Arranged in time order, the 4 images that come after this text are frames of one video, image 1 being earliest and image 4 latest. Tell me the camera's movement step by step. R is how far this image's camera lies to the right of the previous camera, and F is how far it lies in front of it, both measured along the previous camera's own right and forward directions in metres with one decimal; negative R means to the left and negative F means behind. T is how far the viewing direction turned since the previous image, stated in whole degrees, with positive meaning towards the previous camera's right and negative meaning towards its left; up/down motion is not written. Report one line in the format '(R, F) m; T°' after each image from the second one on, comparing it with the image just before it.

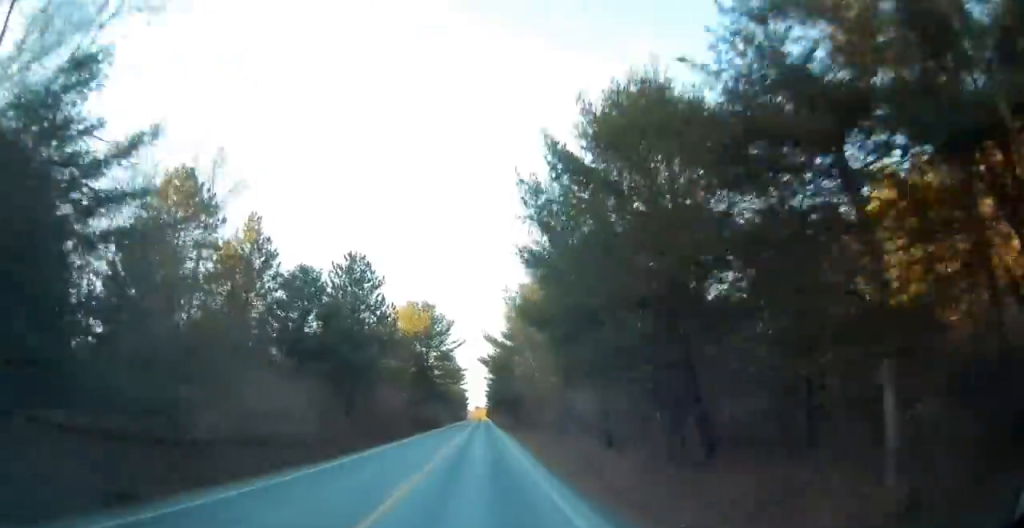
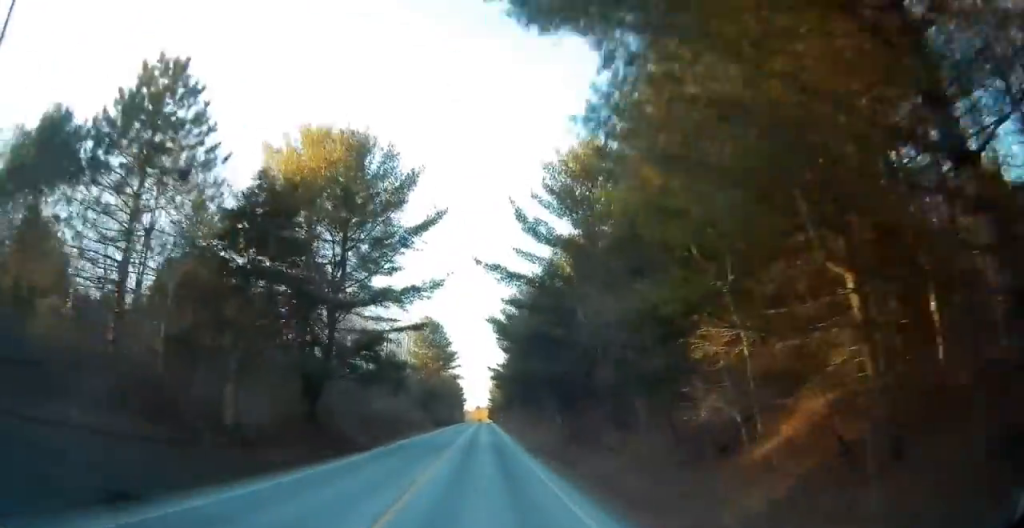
(+0.1, +54.7) m; 0°
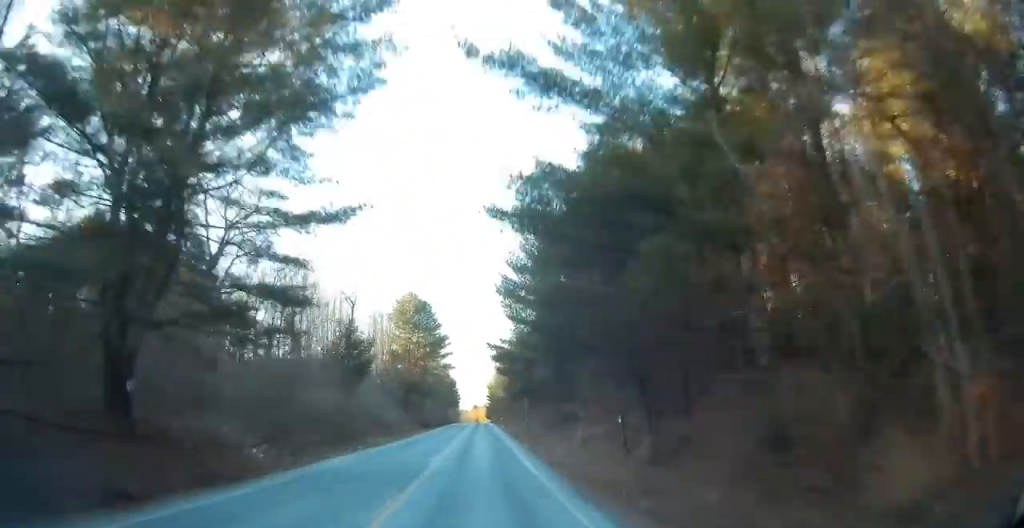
(+0.2, +18.9) m; 0°
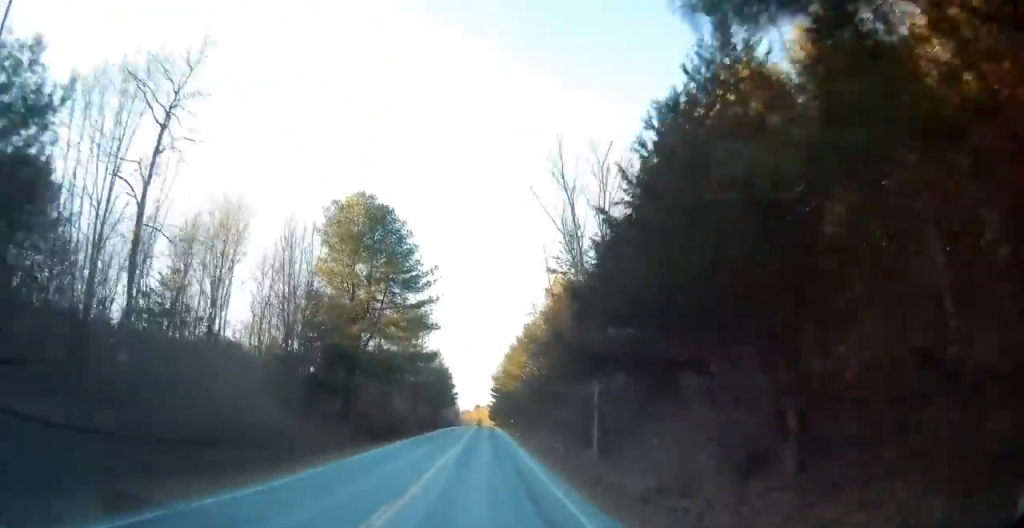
(0.0, +36.6) m; 0°
